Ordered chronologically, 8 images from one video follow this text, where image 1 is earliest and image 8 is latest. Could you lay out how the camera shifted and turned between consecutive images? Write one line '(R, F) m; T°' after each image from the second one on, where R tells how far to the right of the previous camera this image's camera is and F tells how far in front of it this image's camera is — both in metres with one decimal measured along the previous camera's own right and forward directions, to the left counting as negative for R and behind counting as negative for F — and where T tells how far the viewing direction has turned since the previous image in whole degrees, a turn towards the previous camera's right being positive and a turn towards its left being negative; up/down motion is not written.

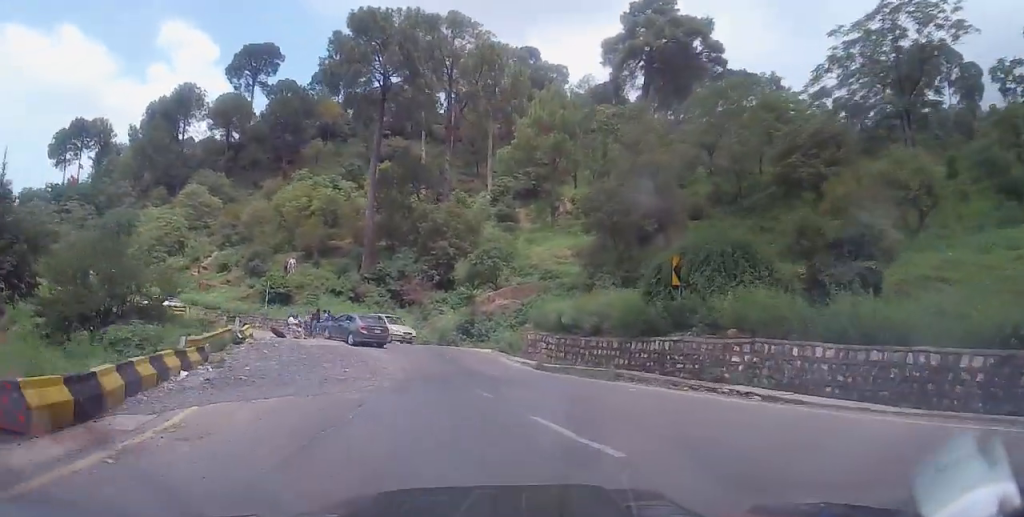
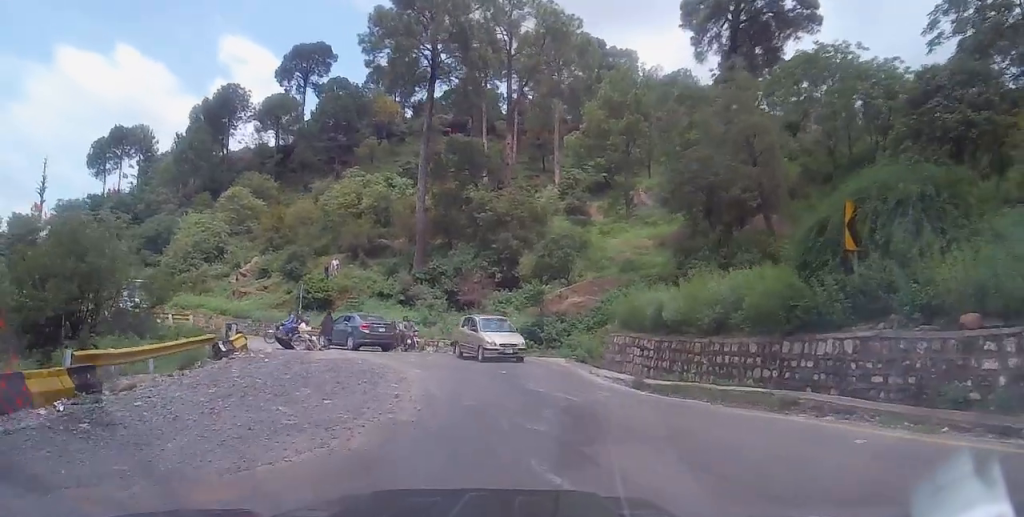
(-0.5, +7.3) m; -6°
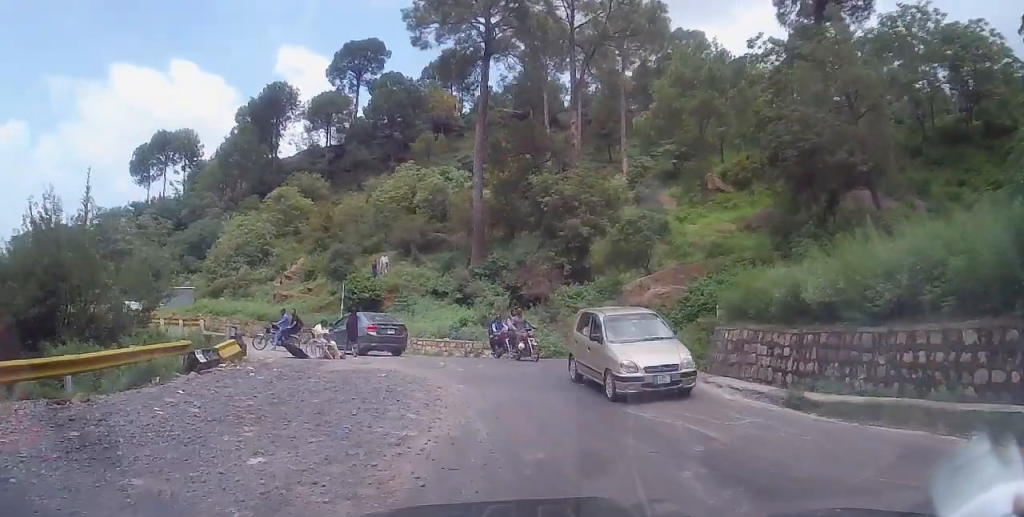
(-0.2, +5.5) m; -2°
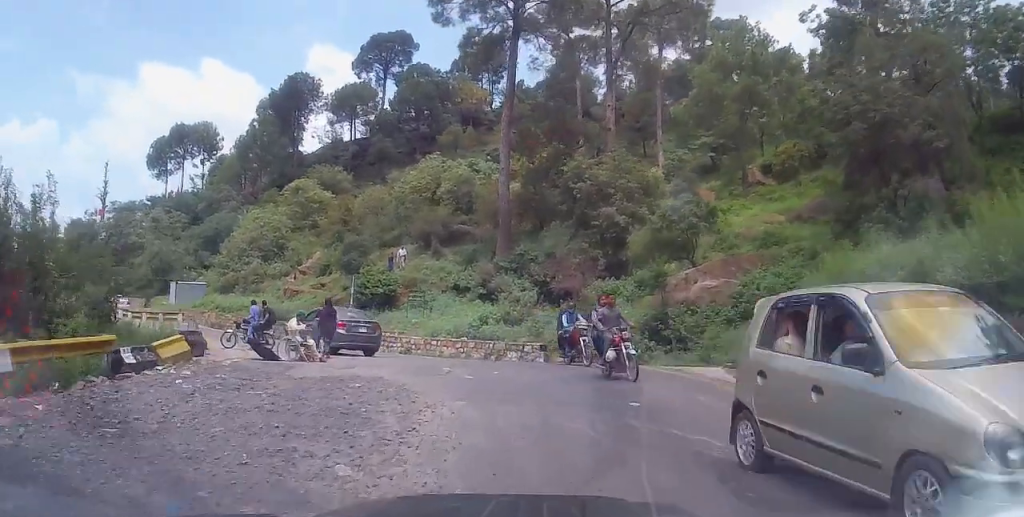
(0.0, +4.0) m; 0°
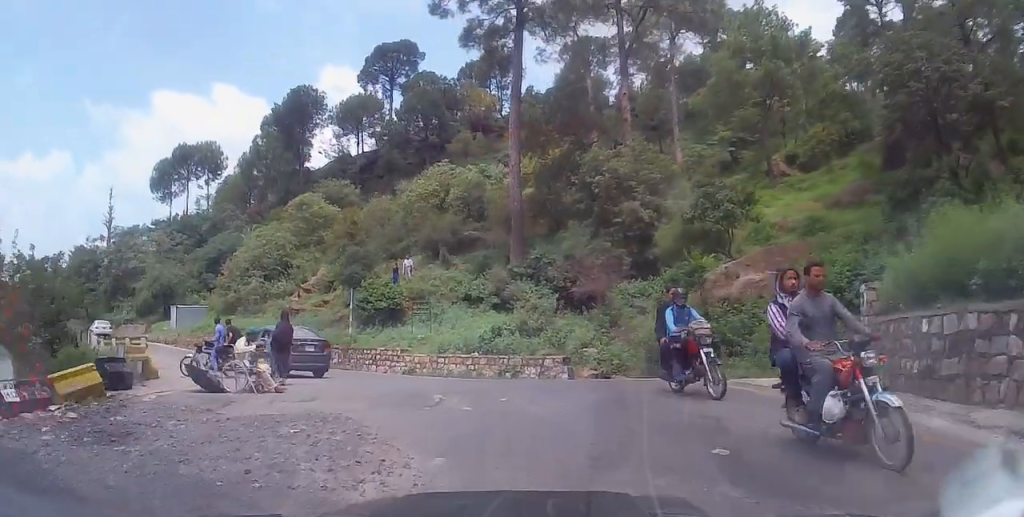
(0.0, +3.5) m; -7°
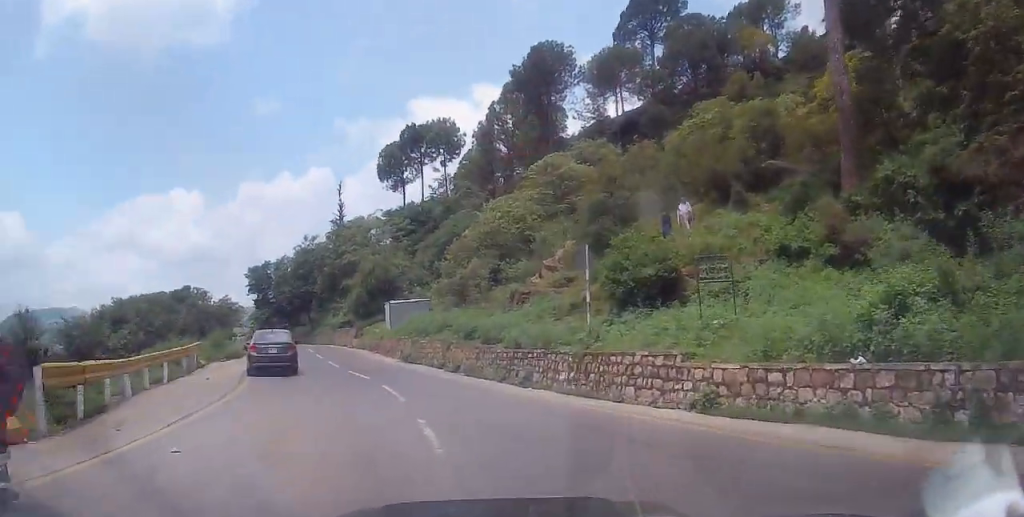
(-3.4, +13.5) m; -27°
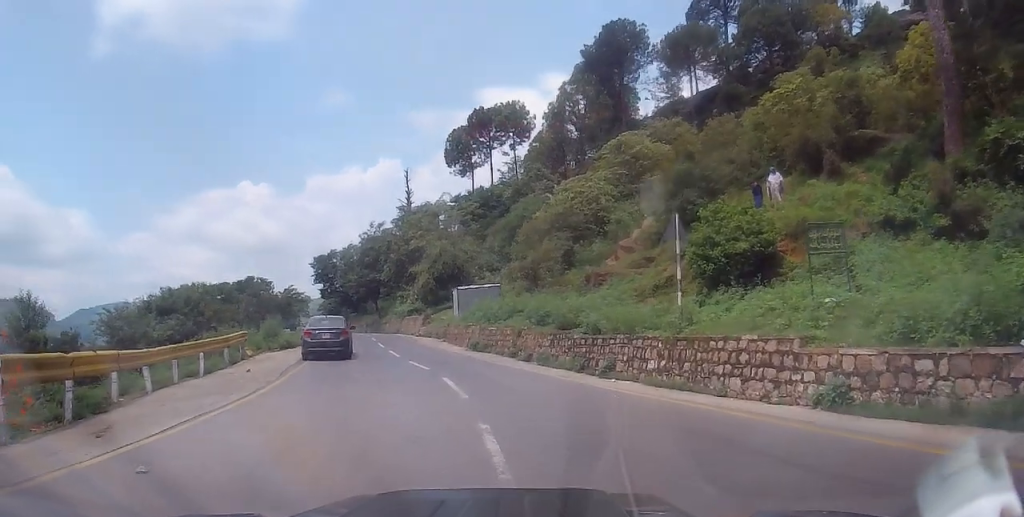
(0.0, +2.3) m; -6°
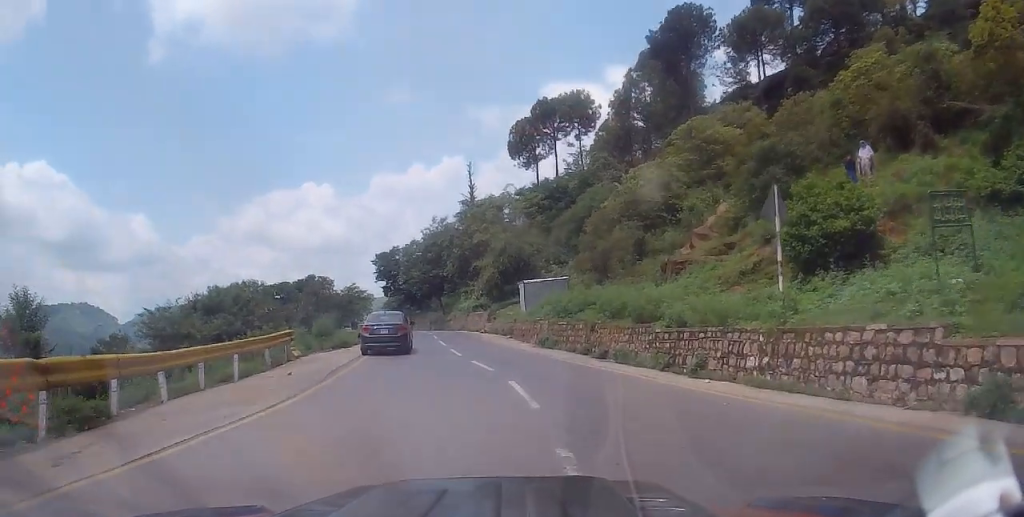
(-0.3, +2.2) m; -5°
